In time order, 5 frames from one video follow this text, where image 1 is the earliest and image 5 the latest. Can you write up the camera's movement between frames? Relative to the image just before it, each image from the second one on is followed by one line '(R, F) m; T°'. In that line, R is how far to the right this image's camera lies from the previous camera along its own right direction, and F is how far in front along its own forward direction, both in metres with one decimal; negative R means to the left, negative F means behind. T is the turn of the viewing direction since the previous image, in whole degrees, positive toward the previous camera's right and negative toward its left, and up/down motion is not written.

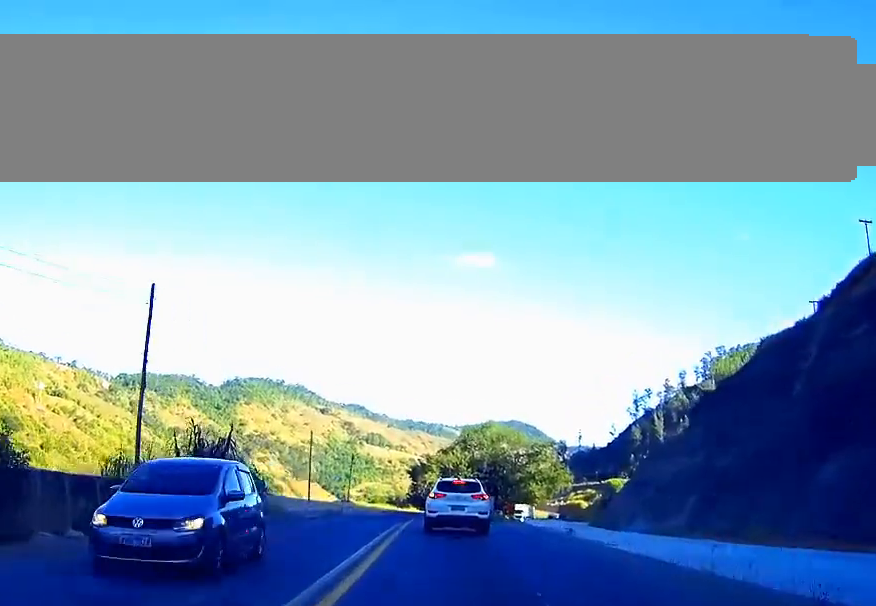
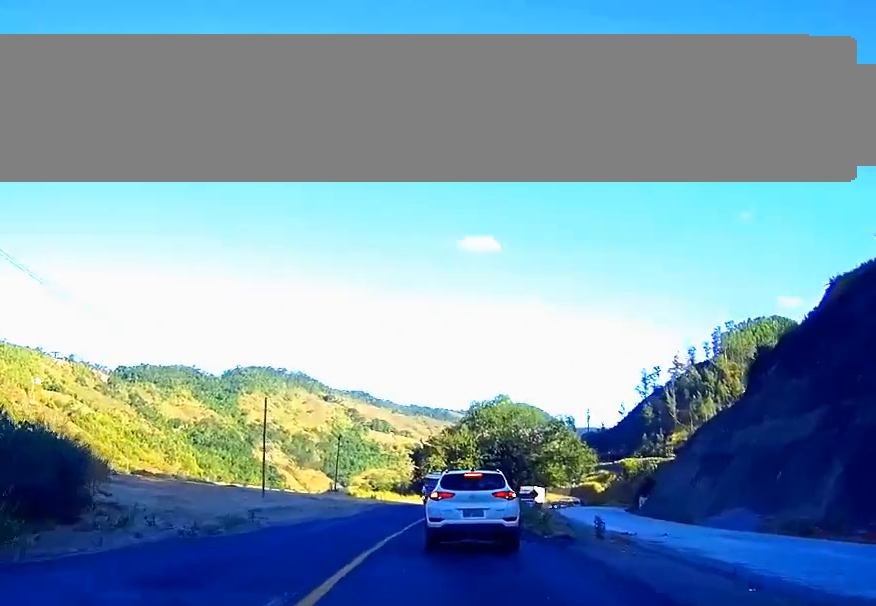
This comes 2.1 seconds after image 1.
(-0.2, +26.3) m; -1°
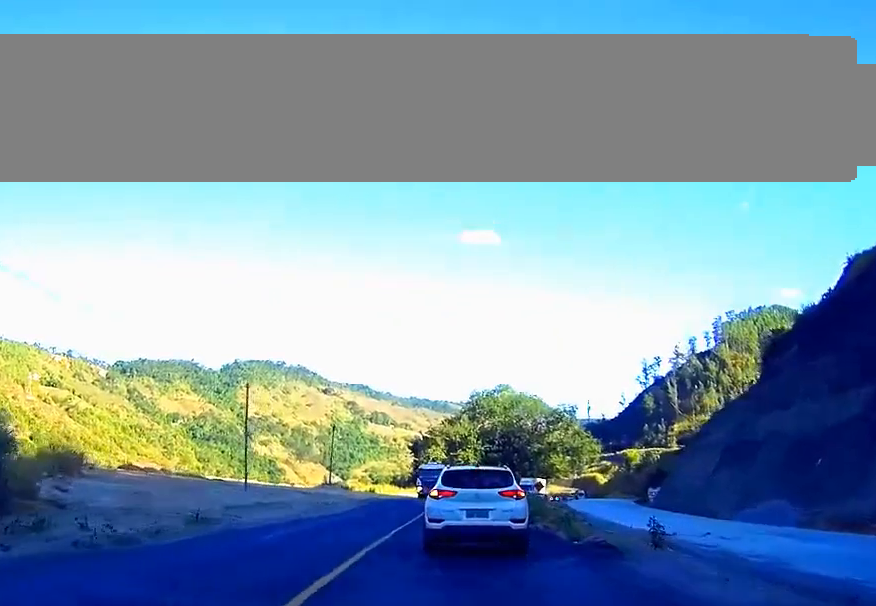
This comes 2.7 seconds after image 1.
(0.0, +6.3) m; 0°
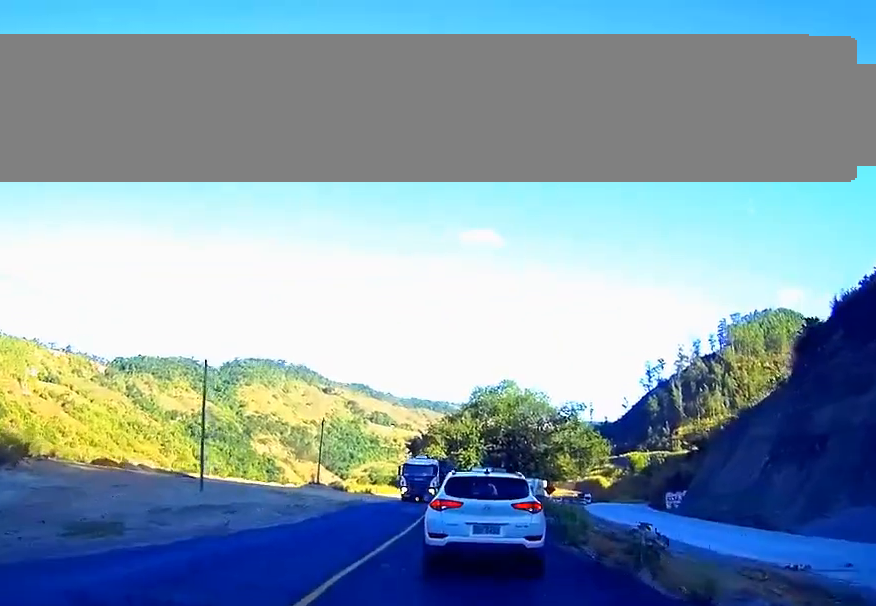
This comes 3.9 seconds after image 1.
(0.0, +12.0) m; +1°
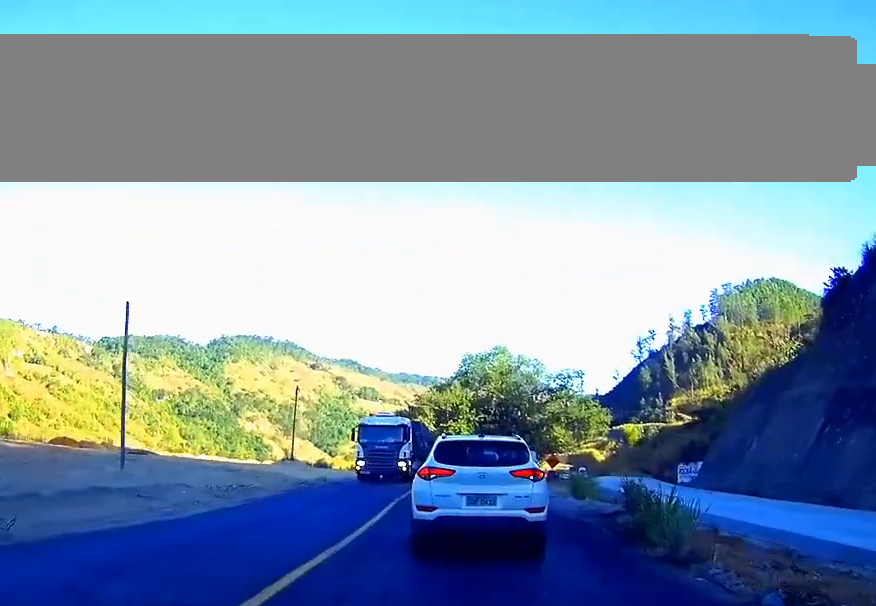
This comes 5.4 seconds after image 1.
(+0.2, +12.2) m; 0°
